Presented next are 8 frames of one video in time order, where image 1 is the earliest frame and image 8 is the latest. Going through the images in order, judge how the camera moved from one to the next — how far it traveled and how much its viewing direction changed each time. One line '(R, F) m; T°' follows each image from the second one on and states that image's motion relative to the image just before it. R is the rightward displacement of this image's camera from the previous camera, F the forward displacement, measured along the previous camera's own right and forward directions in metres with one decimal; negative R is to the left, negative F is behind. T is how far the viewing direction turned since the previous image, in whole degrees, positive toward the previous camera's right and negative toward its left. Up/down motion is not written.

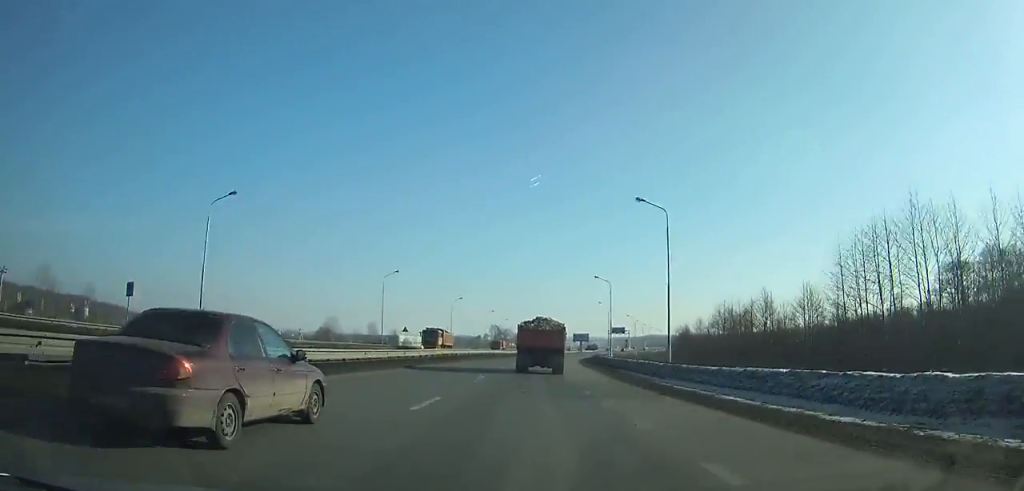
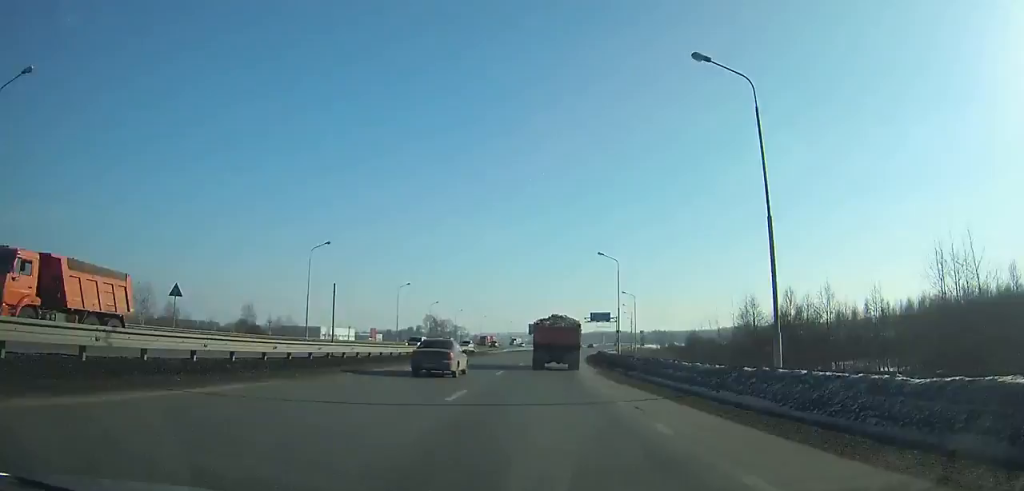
(+2.3, +56.7) m; +5°
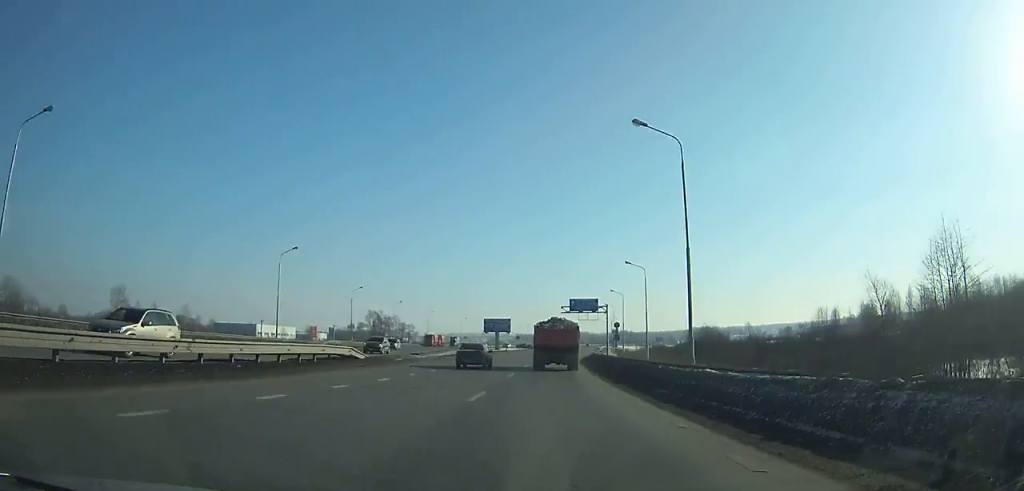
(+1.4, +34.8) m; +4°
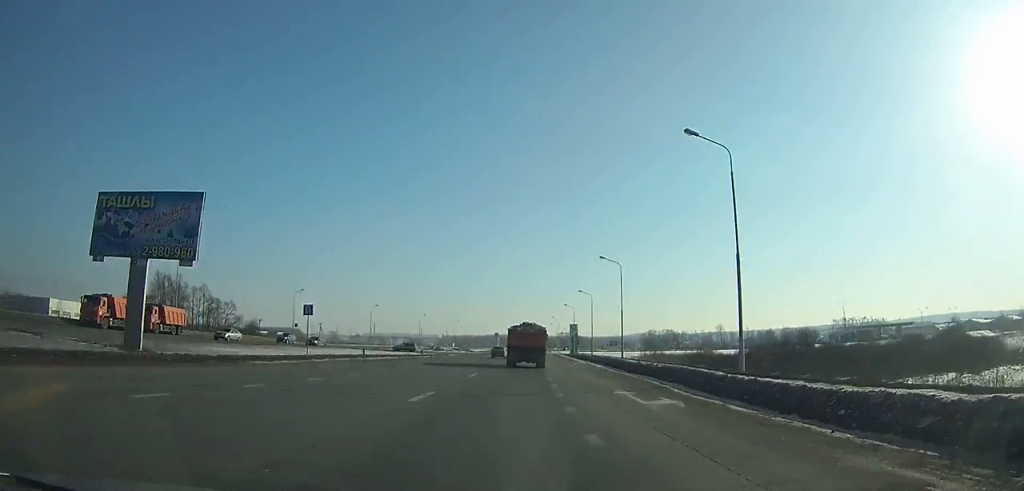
(+7.7, +107.2) m; +6°
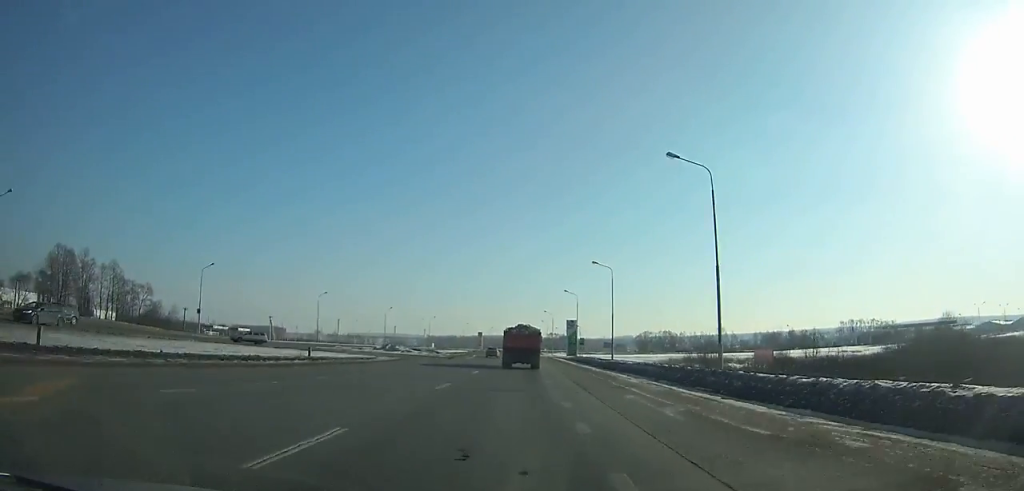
(+0.2, +31.3) m; 0°
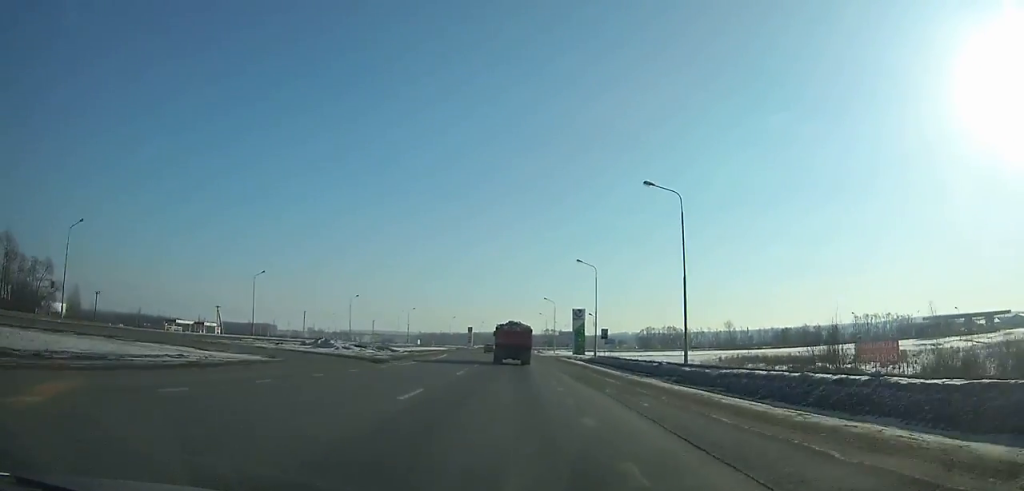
(+0.1, +28.1) m; 0°
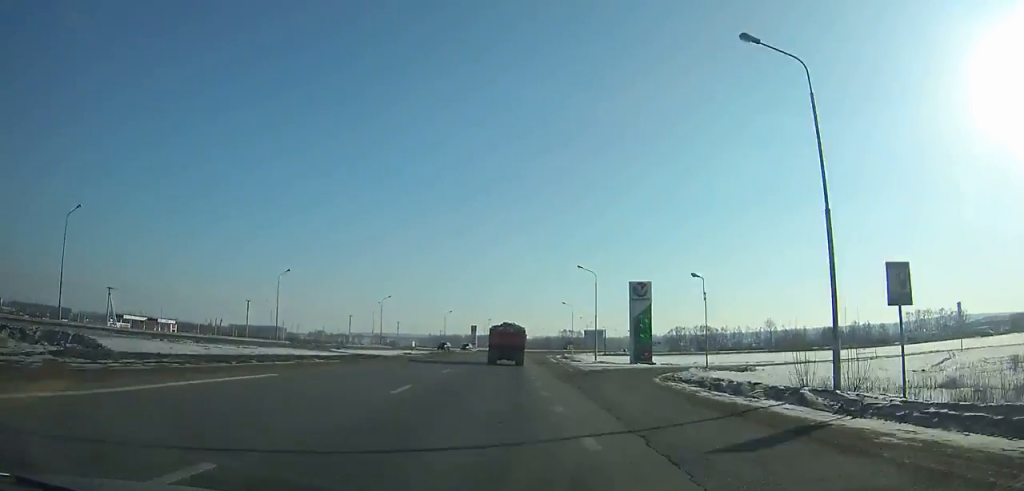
(-0.2, +46.0) m; 0°
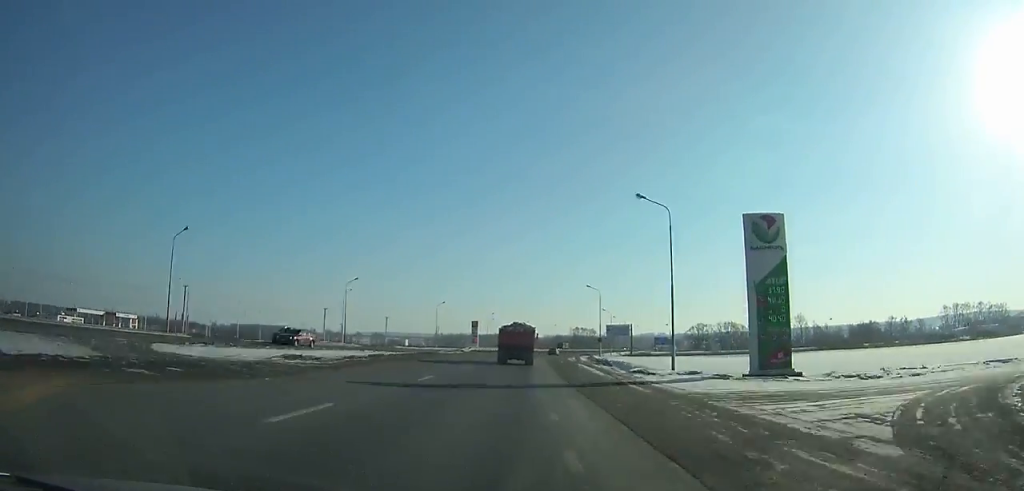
(-0.3, +30.2) m; 0°
